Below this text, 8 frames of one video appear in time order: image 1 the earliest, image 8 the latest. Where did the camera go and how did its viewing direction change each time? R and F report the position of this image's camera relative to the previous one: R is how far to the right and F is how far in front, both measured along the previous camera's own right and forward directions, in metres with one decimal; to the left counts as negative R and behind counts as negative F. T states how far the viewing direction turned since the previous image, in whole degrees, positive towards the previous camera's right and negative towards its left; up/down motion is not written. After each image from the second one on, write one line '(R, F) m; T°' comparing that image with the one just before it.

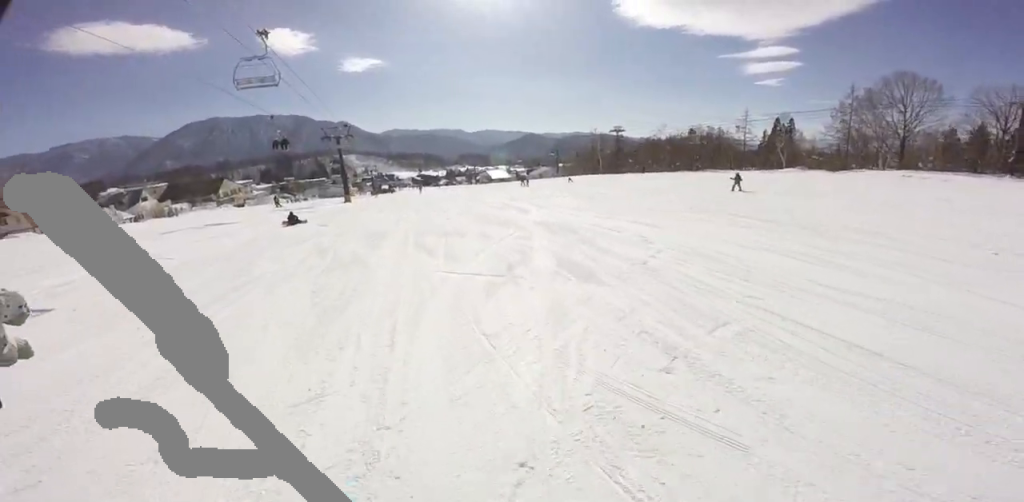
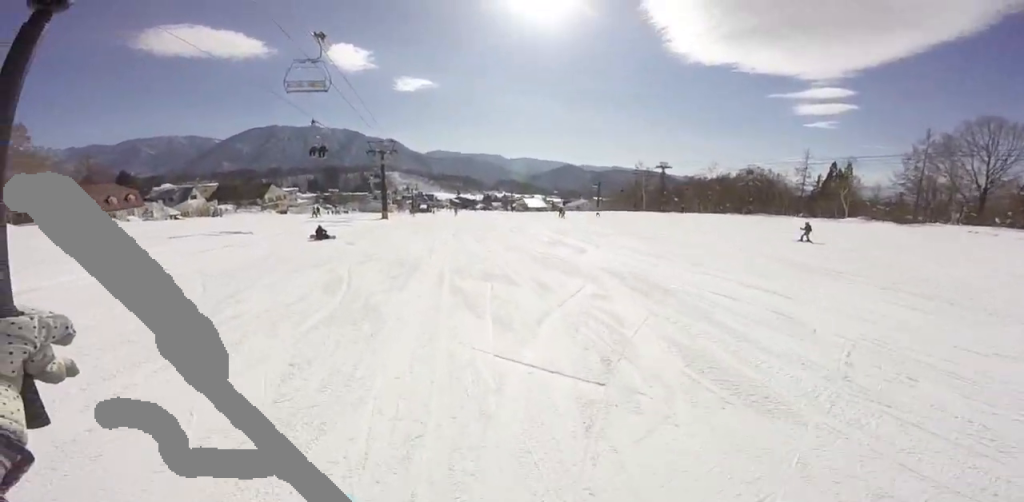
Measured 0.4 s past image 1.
(+0.3, +2.7) m; +1°
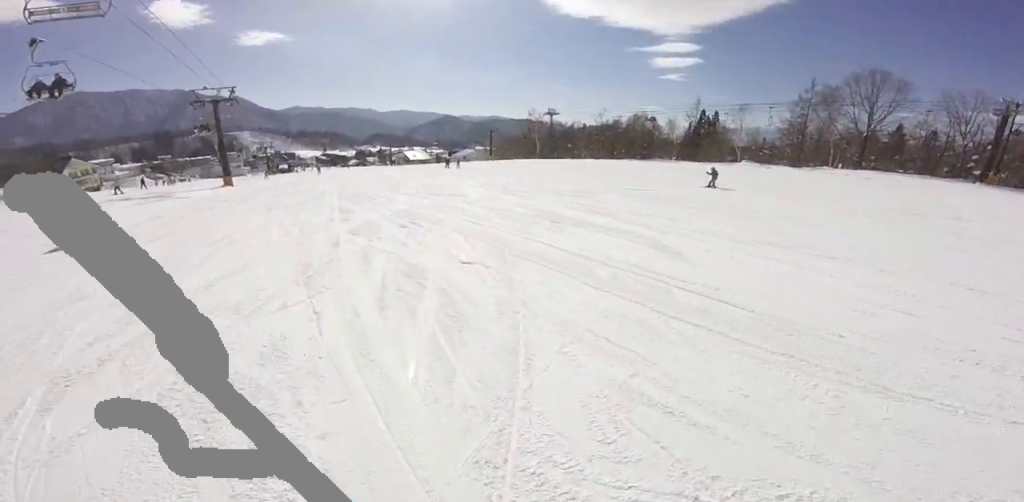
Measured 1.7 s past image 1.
(0.0, +8.0) m; +8°
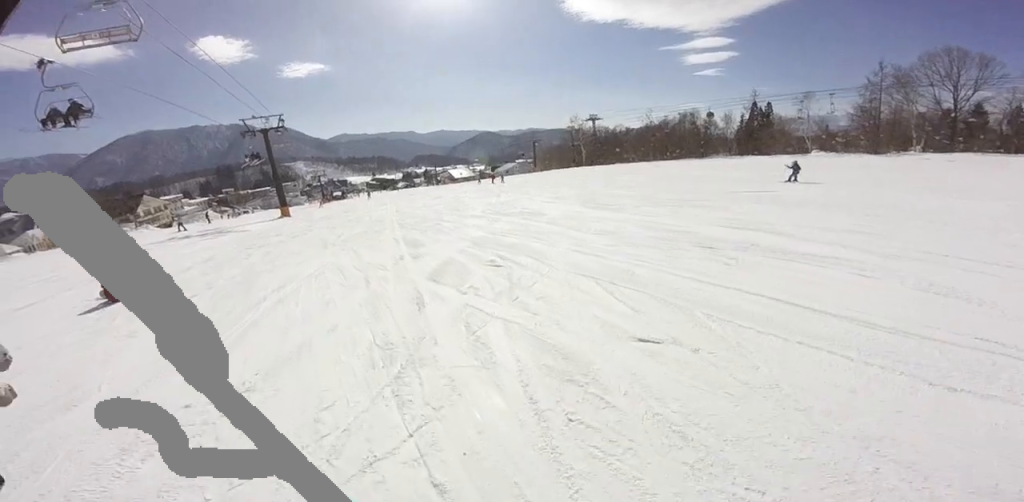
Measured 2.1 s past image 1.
(+0.8, +2.6) m; 0°
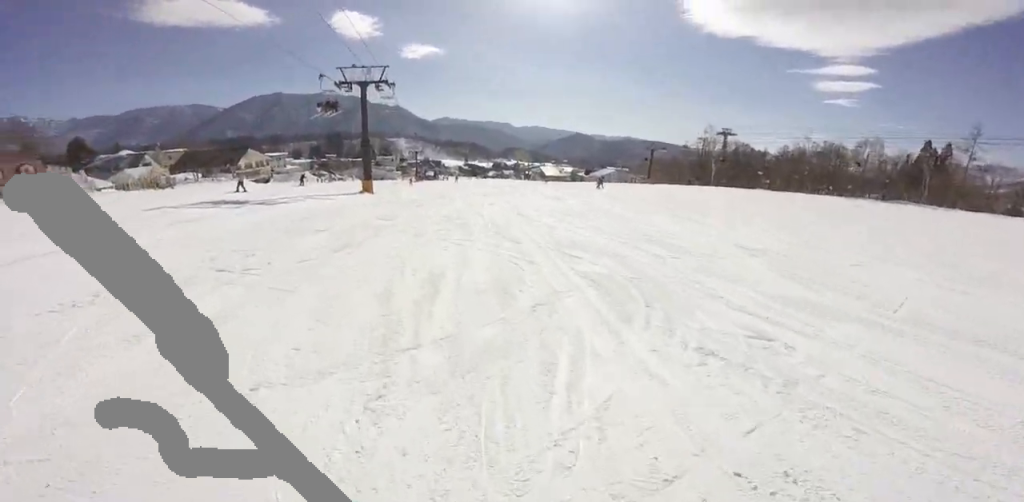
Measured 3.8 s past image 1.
(-1.5, +10.7) m; -8°
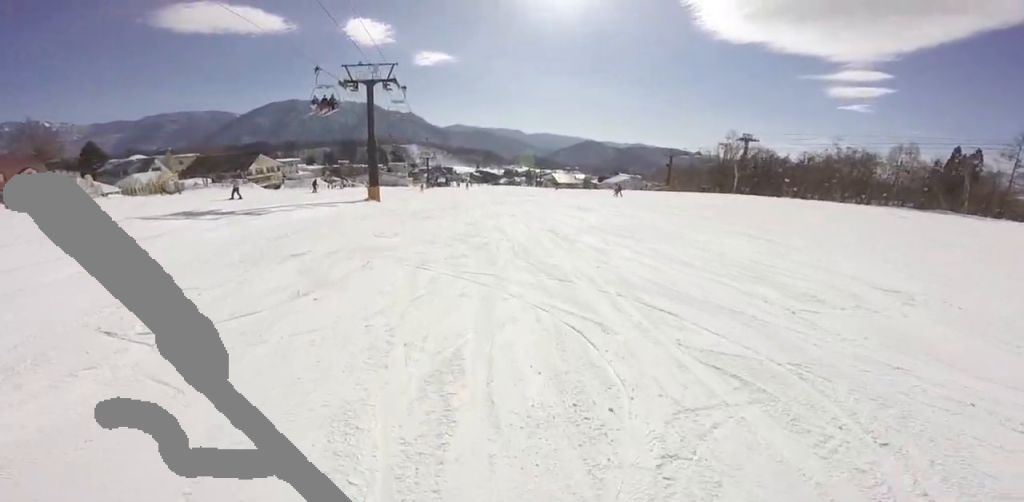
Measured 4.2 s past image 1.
(+0.4, +2.9) m; 0°
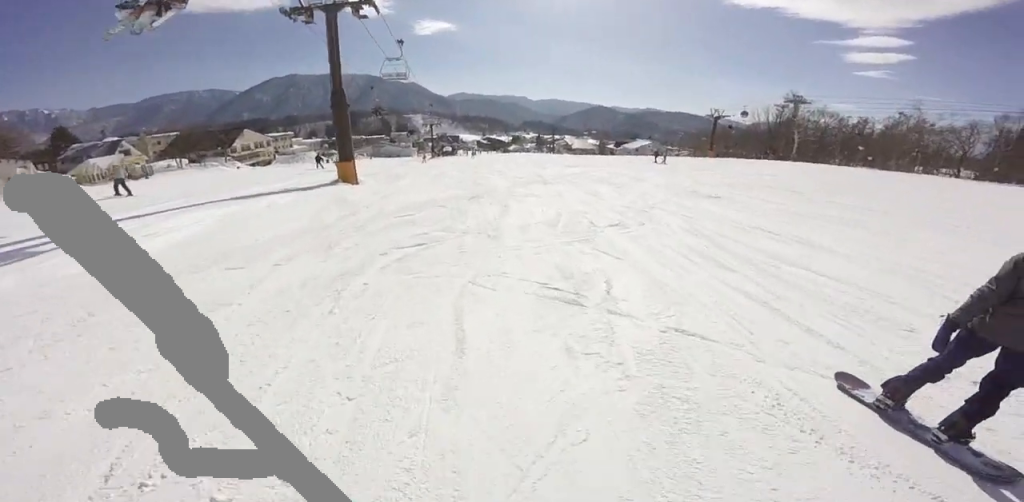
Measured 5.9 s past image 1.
(-0.4, +10.6) m; +4°
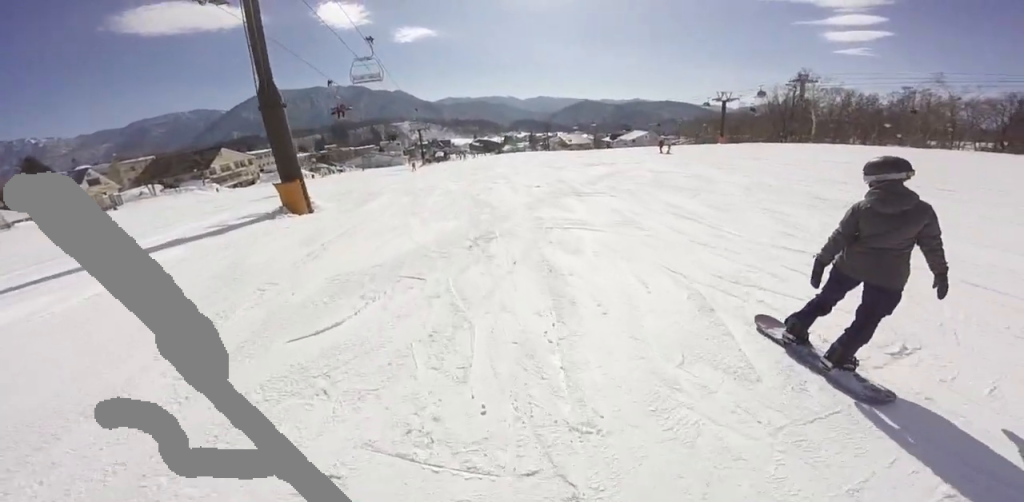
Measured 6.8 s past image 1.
(+0.4, +5.7) m; +4°
